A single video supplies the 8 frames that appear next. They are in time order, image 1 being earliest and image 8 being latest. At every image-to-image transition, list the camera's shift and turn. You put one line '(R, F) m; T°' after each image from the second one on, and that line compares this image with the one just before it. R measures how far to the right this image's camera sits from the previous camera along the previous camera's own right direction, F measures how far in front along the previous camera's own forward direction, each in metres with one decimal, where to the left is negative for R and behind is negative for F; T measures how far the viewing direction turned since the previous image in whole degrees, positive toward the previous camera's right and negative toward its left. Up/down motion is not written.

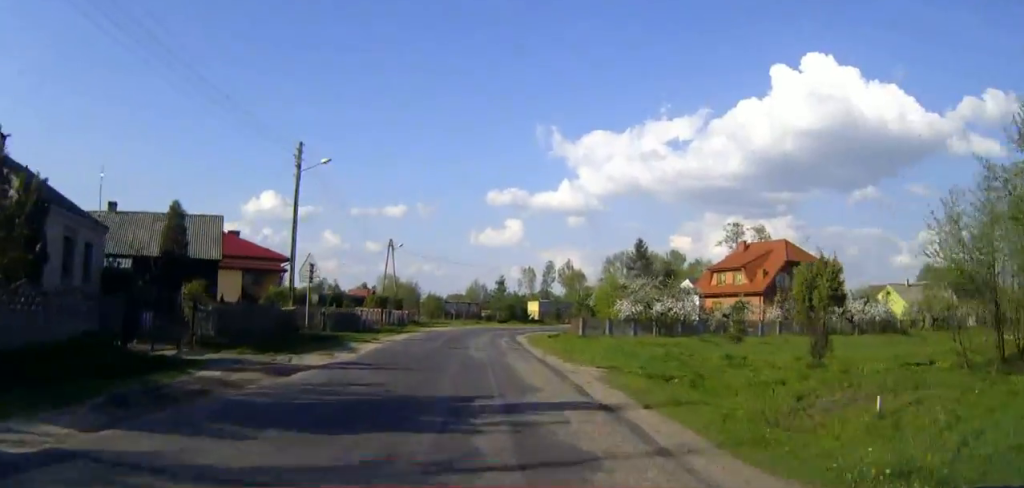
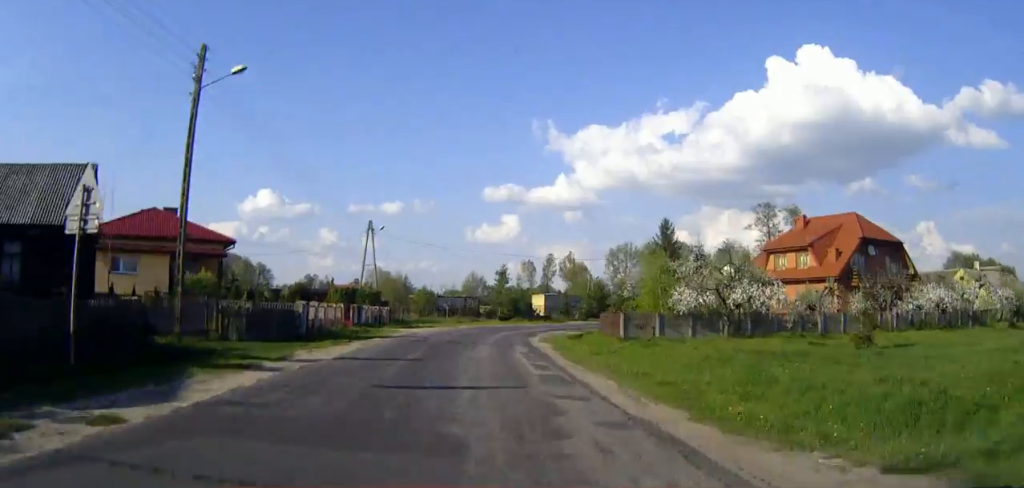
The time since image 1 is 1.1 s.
(0.0, +15.1) m; 0°
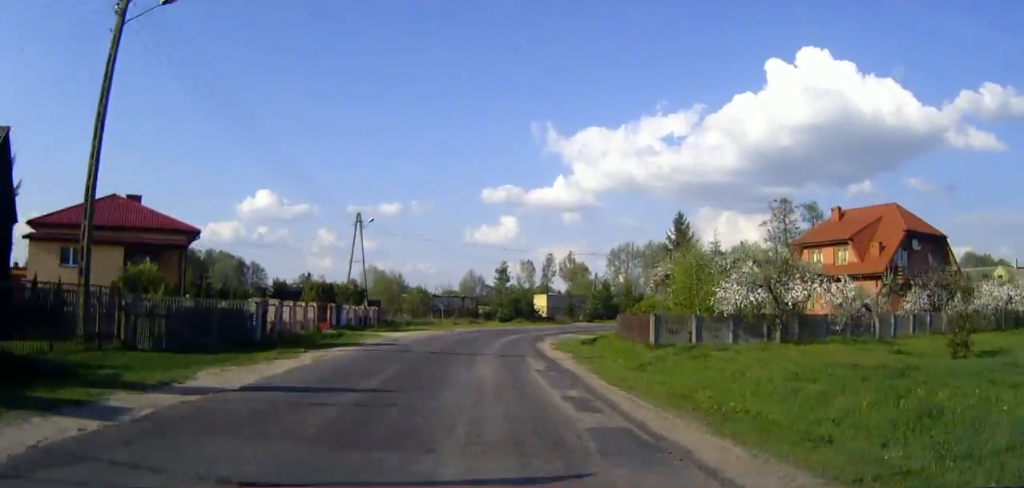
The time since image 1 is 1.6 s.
(0.0, +6.7) m; 0°
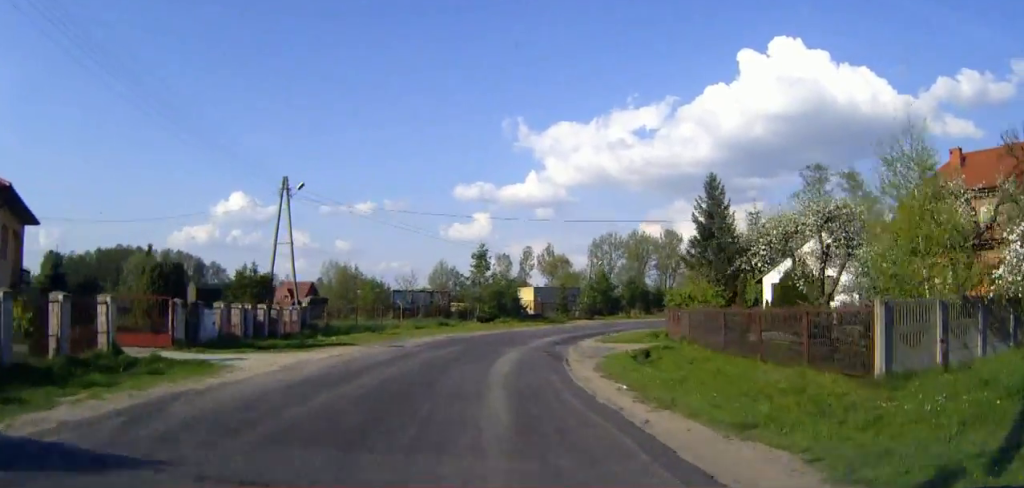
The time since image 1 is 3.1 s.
(+0.1, +18.9) m; +1°
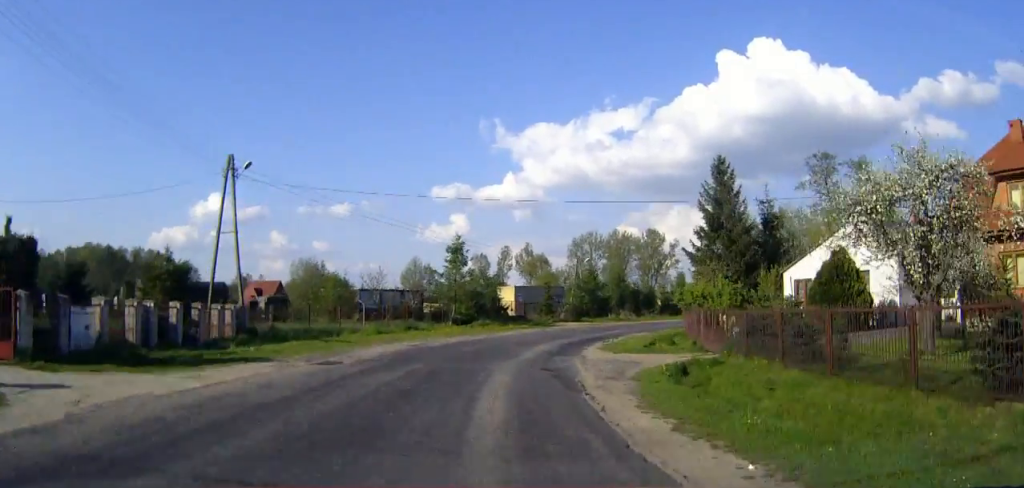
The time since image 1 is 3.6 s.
(0.0, +7.5) m; +1°
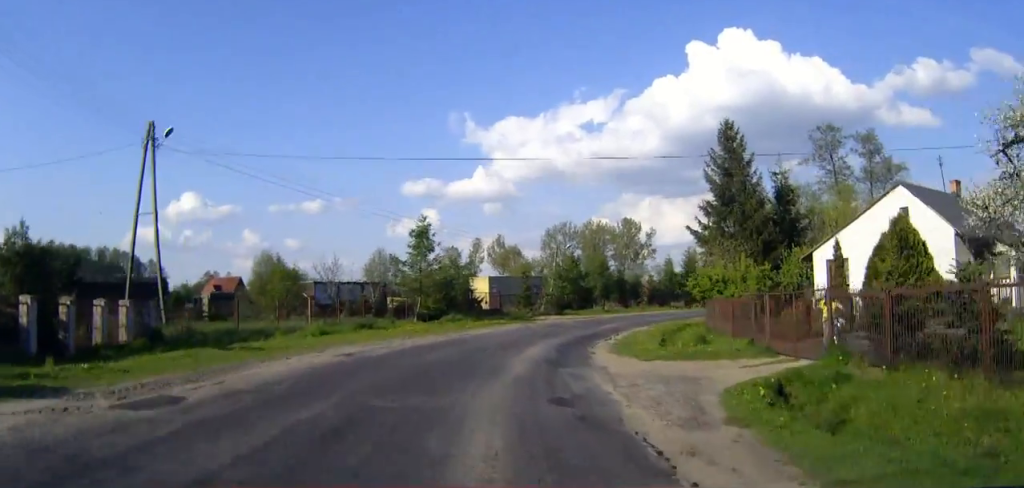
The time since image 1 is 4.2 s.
(+0.1, +7.9) m; +2°
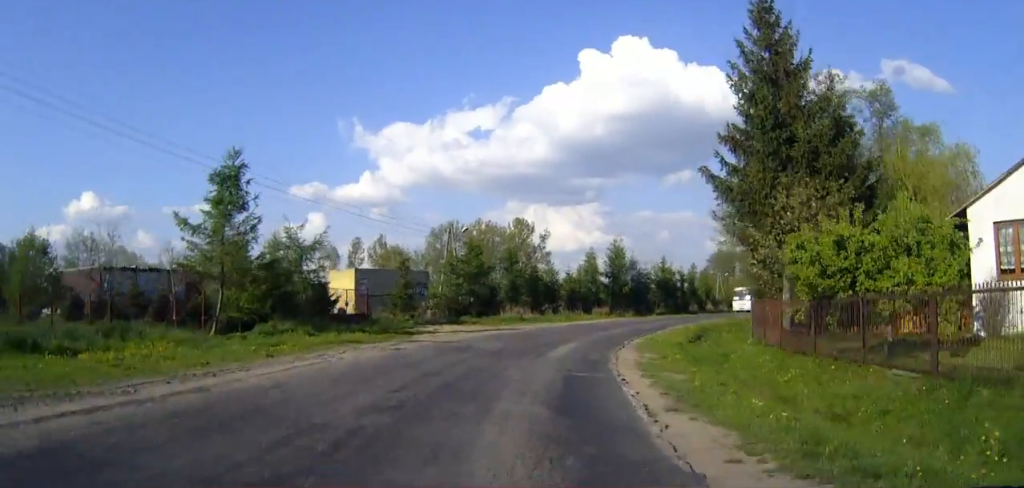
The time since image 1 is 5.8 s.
(+1.0, +20.6) m; +8°
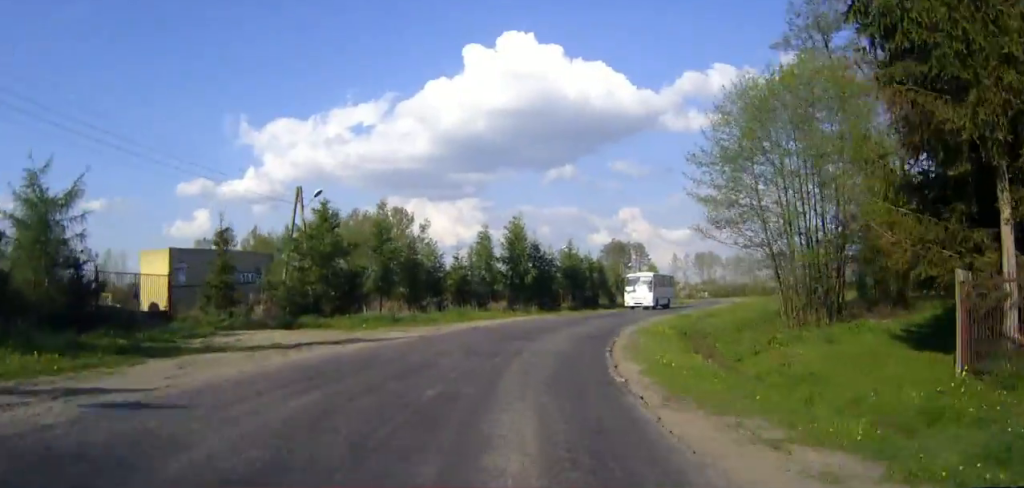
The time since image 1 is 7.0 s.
(+1.1, +15.7) m; +8°
